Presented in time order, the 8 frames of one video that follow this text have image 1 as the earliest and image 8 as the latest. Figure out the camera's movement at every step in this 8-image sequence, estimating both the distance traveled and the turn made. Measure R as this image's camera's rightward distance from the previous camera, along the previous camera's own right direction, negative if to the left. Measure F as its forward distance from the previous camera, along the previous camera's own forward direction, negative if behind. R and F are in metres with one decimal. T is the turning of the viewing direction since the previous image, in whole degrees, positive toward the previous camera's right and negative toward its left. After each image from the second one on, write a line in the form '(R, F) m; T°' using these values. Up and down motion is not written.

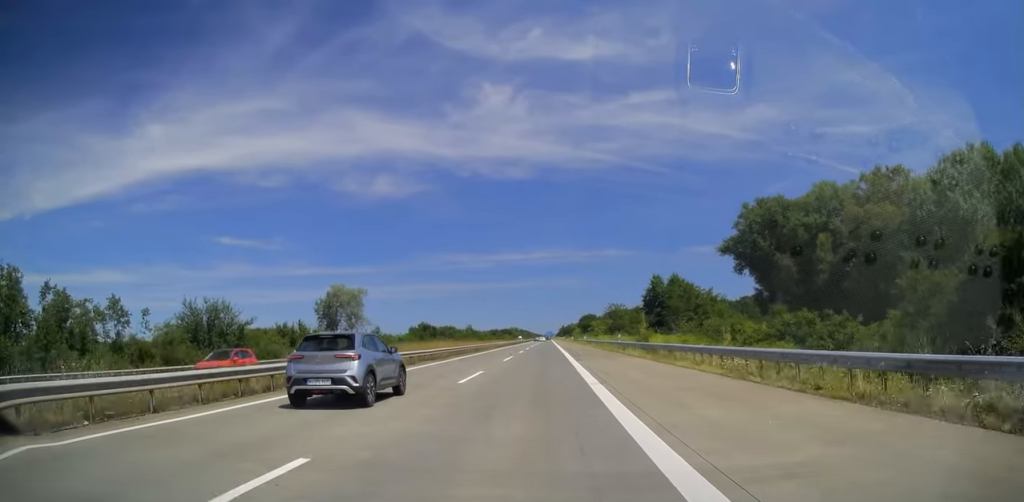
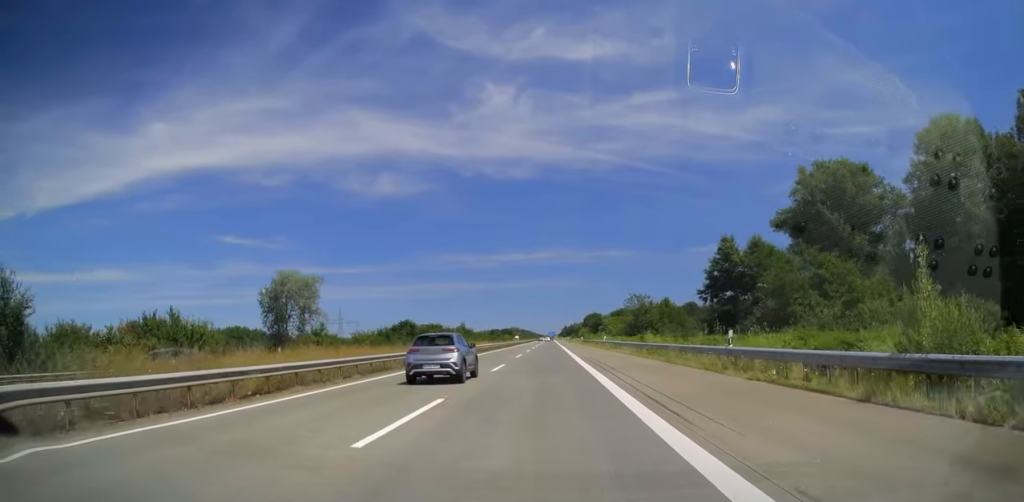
(0.0, +29.0) m; 0°
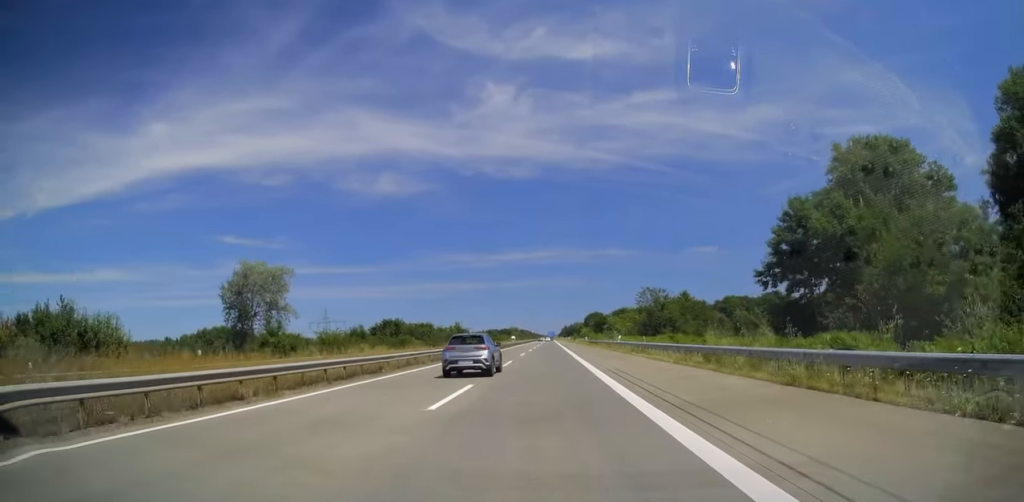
(+0.1, +13.8) m; 0°
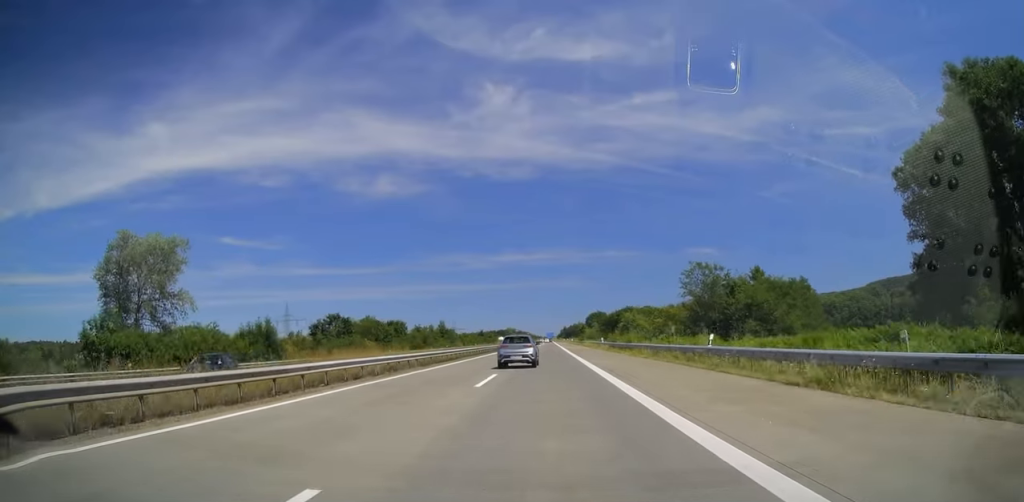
(-0.4, +30.6) m; 0°
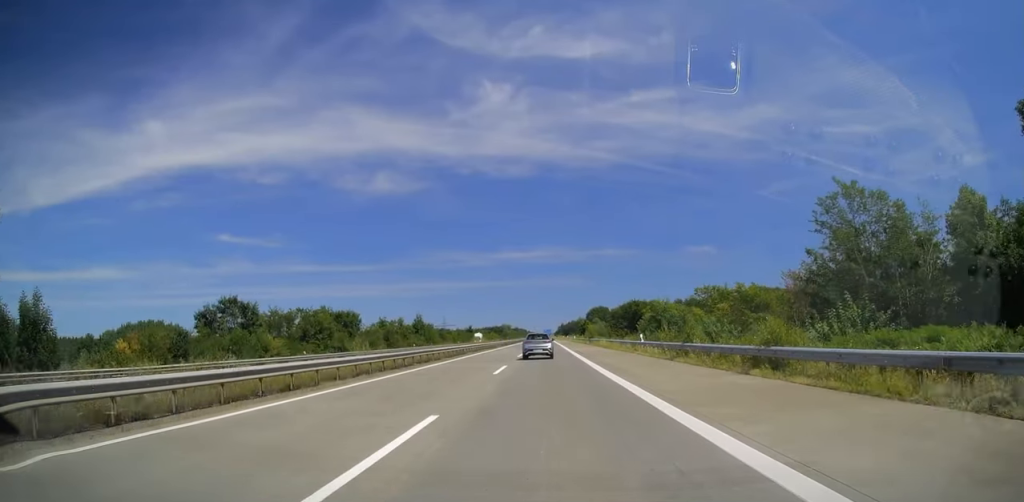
(+0.3, +31.0) m; 0°
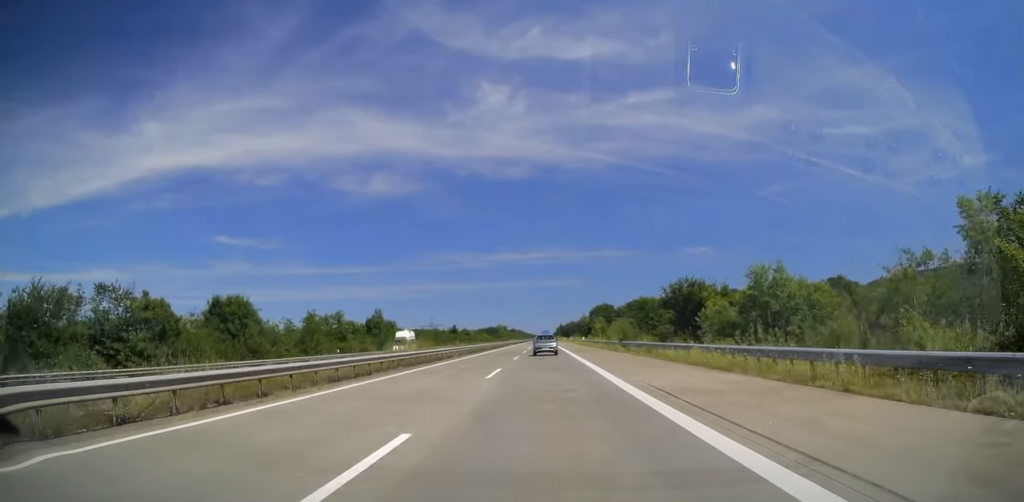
(-0.2, +37.9) m; 0°
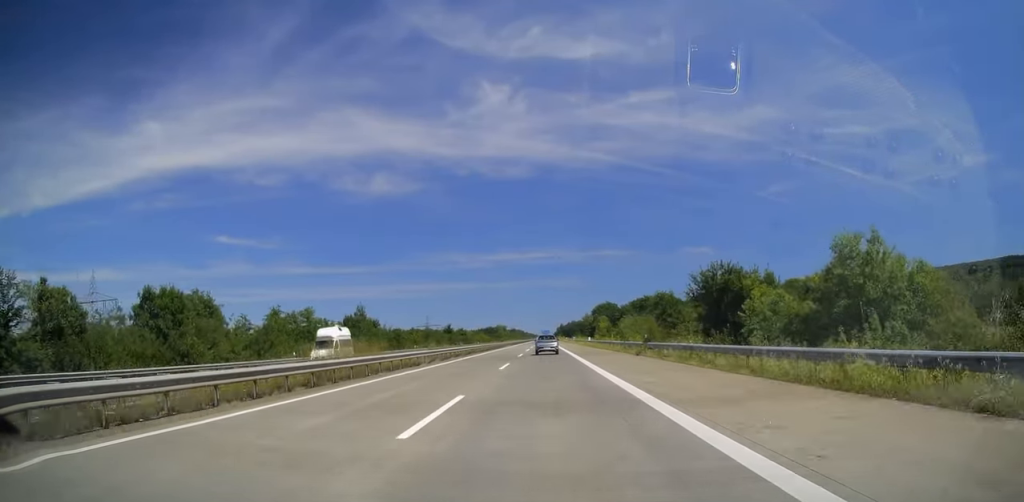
(+0.2, +12.3) m; 0°
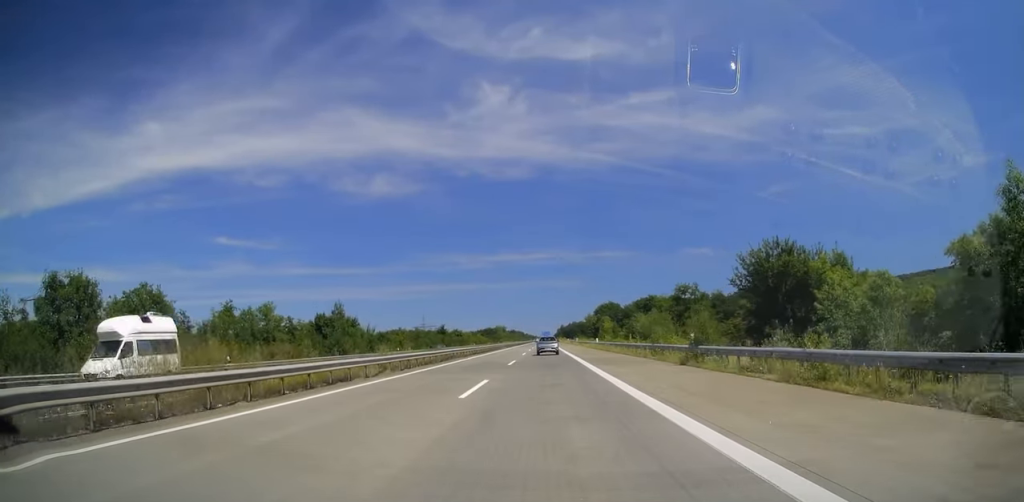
(+0.1, +12.3) m; 0°
